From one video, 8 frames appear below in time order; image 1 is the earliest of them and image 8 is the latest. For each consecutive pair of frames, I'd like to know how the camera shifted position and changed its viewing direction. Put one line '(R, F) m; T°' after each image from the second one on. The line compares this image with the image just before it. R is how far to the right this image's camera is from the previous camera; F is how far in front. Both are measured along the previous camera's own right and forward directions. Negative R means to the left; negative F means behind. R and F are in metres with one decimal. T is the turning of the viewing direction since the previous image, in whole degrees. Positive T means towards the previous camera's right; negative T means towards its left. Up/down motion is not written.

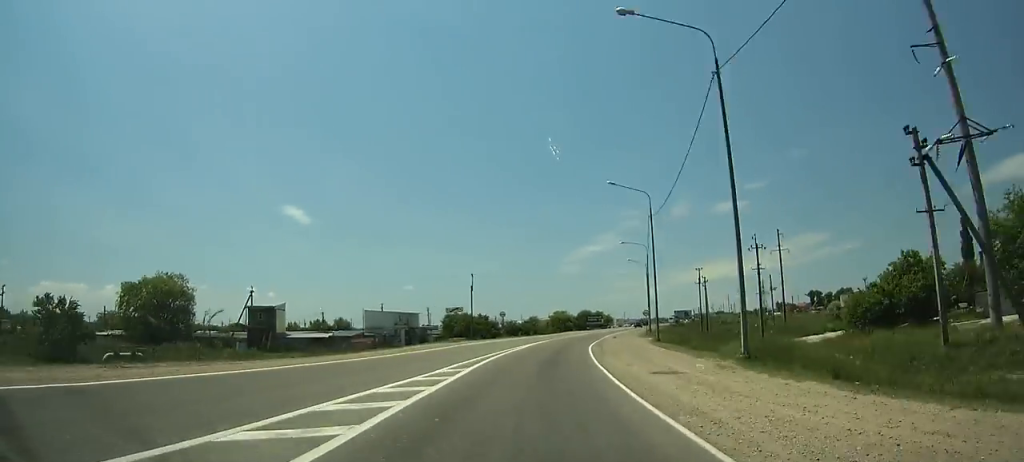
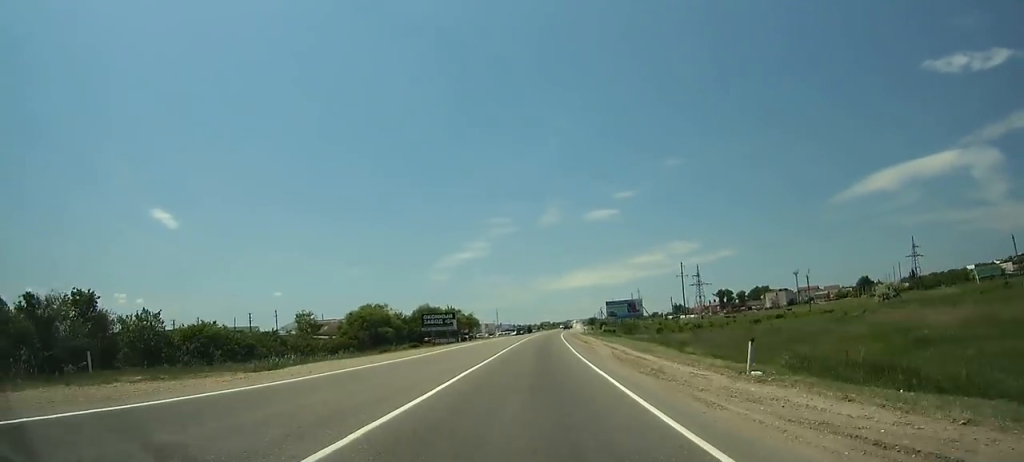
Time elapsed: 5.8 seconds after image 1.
(+12.6, +110.3) m; +11°
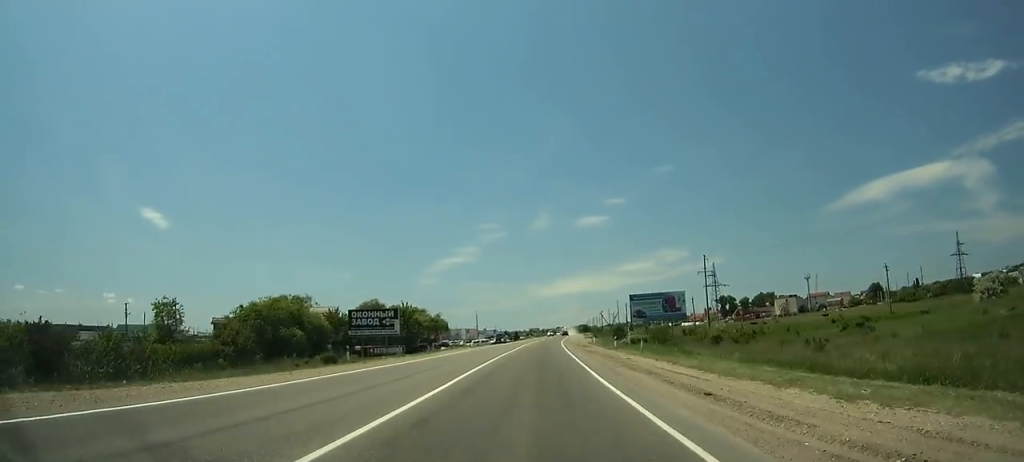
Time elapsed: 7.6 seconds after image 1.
(+0.7, +34.3) m; +2°
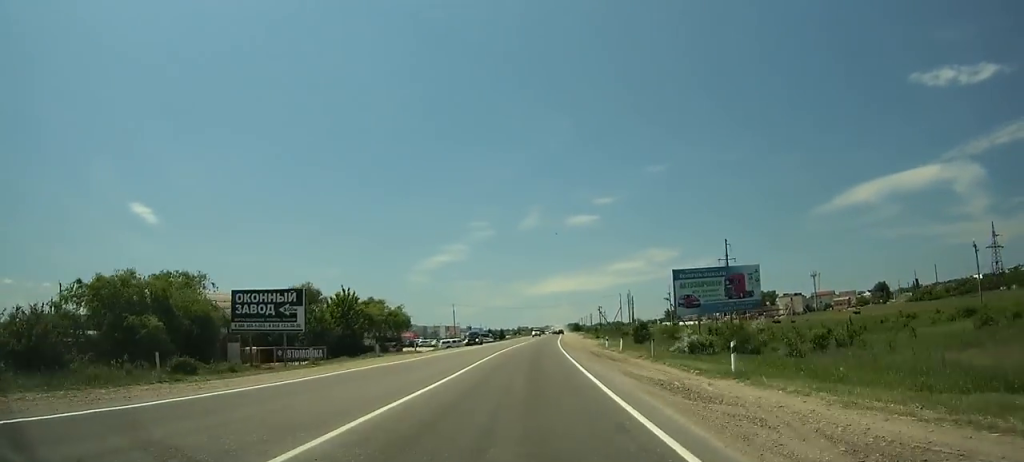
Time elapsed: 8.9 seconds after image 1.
(+0.2, +24.6) m; +1°
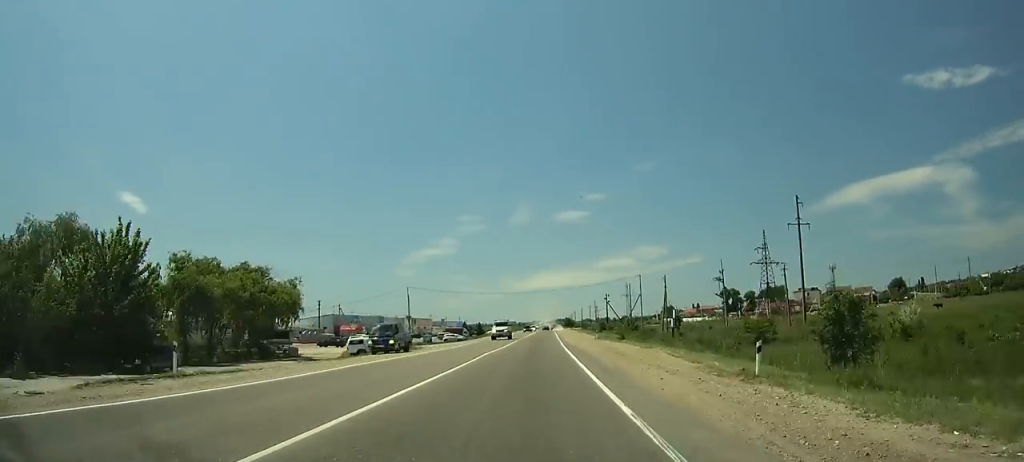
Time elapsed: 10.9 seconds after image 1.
(+0.4, +37.3) m; +1°
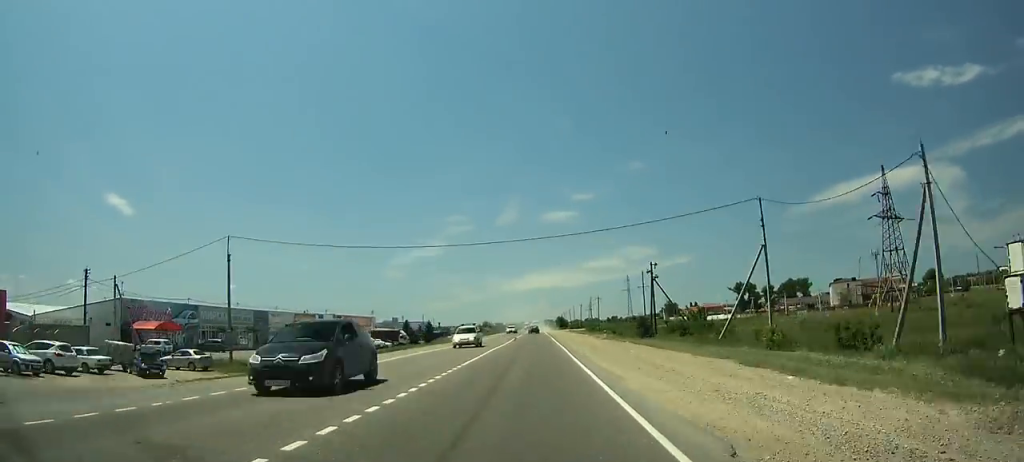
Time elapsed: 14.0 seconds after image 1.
(+0.6, +56.2) m; +1°
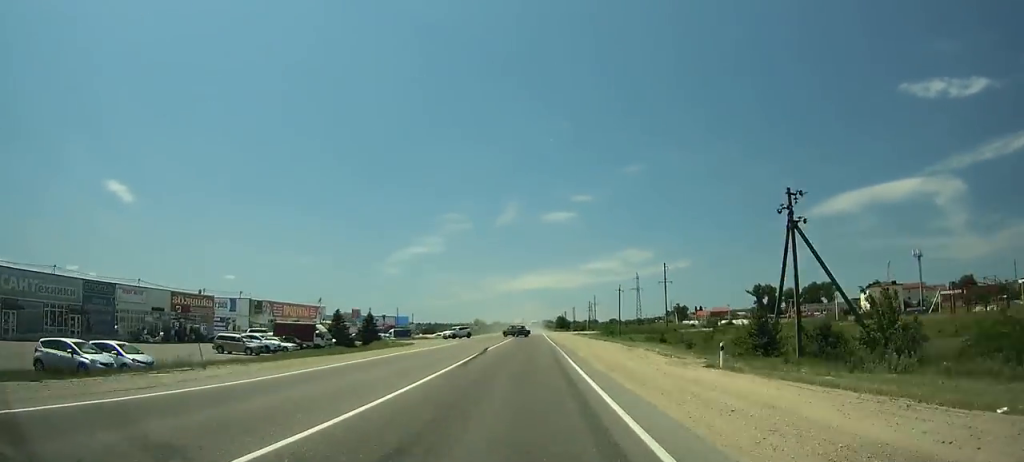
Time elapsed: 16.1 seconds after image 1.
(+0.2, +37.1) m; 0°
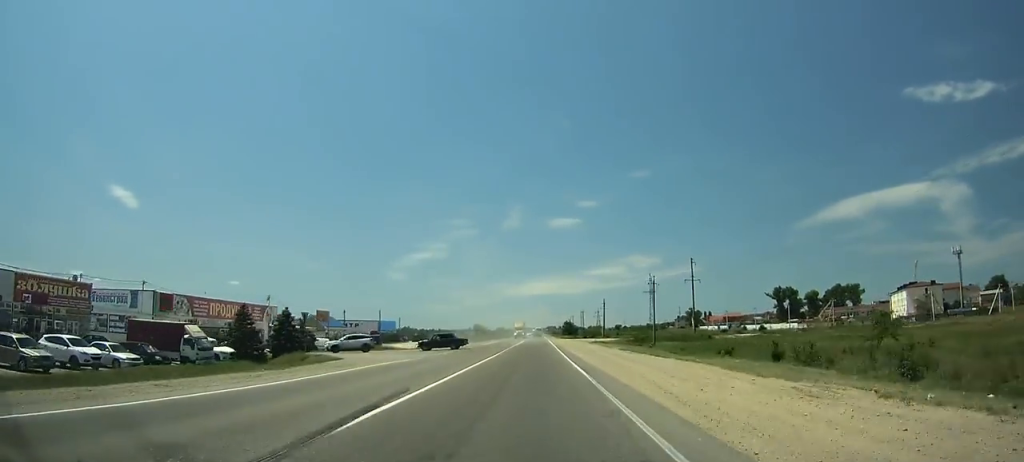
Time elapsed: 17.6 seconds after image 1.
(+0.1, +26.2) m; 0°
